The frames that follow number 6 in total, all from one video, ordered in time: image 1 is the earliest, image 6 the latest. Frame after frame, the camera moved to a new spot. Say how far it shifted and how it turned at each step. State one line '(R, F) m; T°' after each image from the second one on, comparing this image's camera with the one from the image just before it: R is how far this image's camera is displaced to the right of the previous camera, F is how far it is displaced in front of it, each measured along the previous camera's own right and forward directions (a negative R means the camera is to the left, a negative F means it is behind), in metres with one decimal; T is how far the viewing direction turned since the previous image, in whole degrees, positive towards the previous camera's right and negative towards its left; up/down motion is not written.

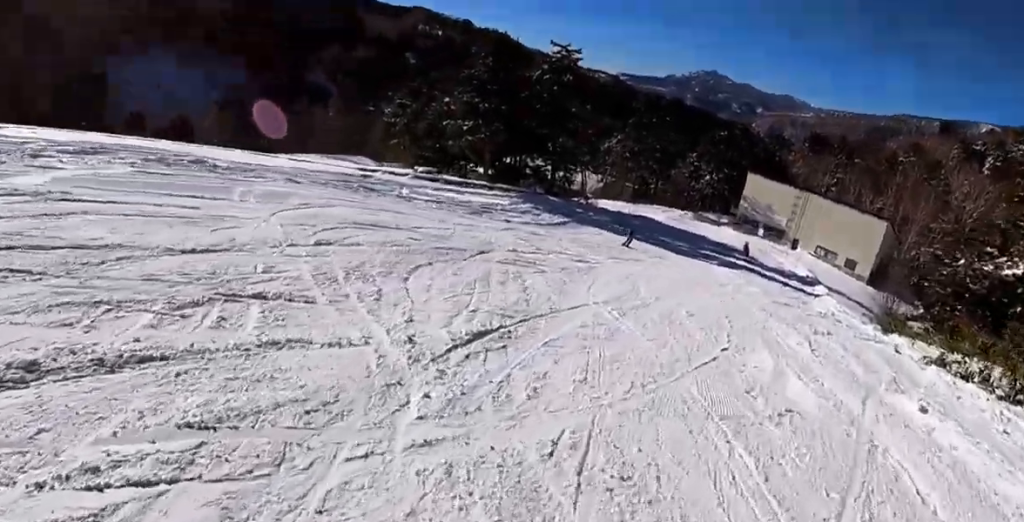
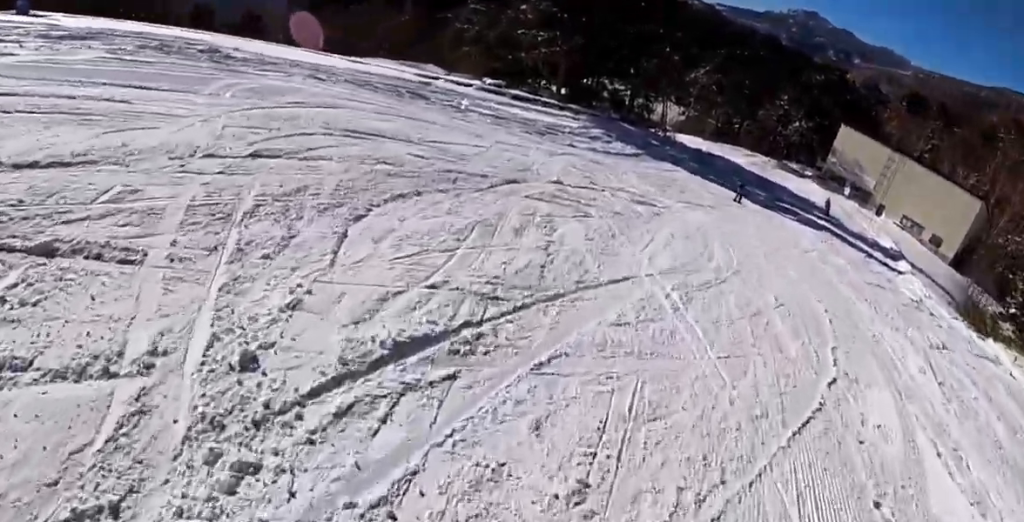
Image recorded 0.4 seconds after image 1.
(-0.8, +2.3) m; -4°
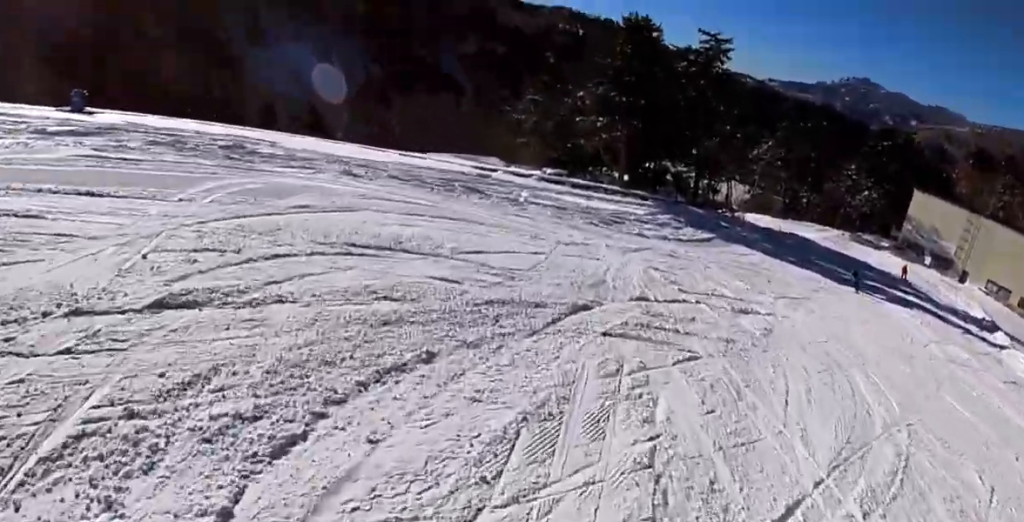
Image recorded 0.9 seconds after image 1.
(-0.8, +2.5) m; -4°
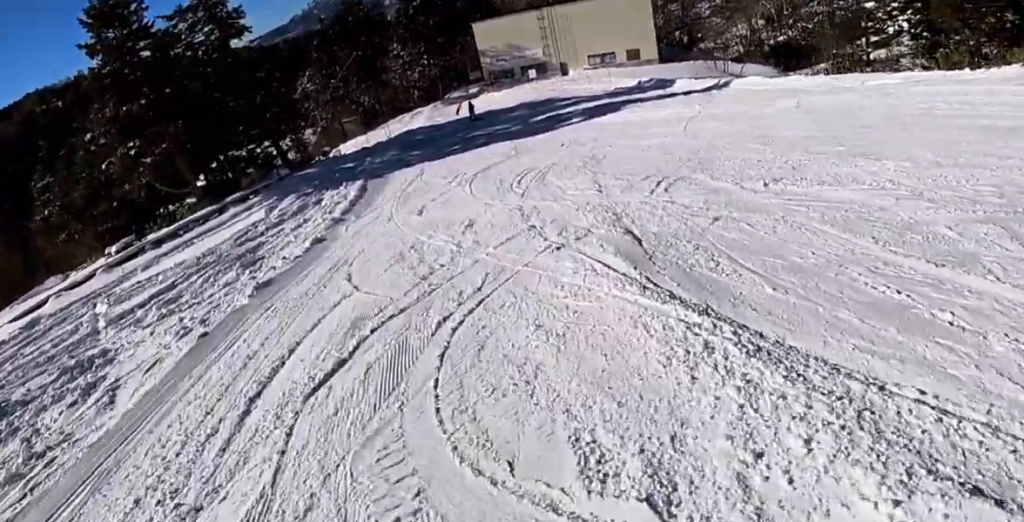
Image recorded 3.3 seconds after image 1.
(+3.6, +12.9) m; +34°
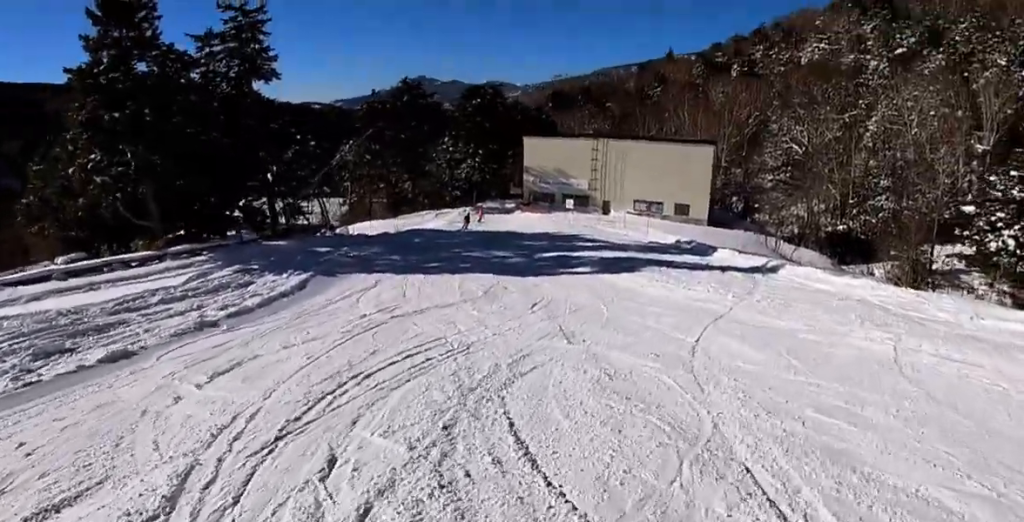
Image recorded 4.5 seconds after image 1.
(+1.2, +7.4) m; +4°
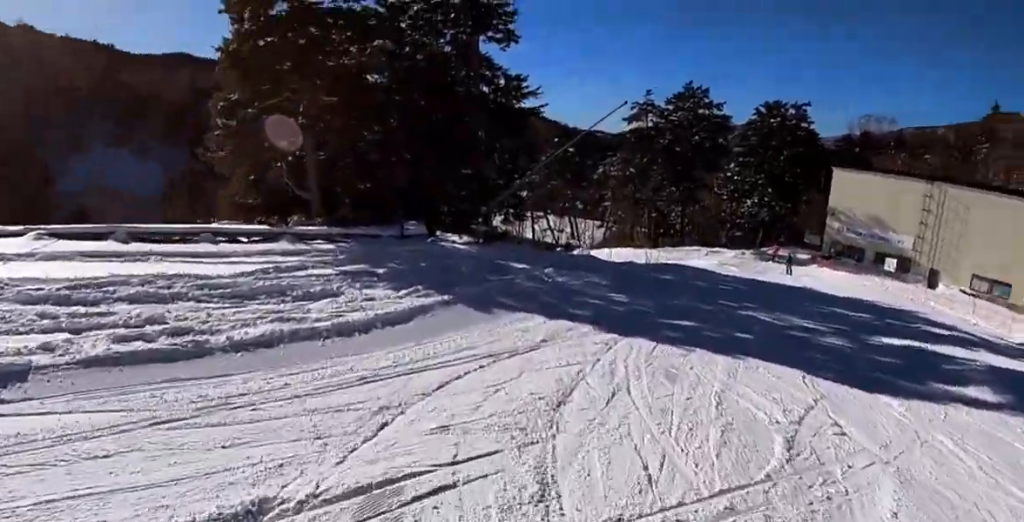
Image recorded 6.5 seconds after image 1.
(-2.9, +12.5) m; -16°
